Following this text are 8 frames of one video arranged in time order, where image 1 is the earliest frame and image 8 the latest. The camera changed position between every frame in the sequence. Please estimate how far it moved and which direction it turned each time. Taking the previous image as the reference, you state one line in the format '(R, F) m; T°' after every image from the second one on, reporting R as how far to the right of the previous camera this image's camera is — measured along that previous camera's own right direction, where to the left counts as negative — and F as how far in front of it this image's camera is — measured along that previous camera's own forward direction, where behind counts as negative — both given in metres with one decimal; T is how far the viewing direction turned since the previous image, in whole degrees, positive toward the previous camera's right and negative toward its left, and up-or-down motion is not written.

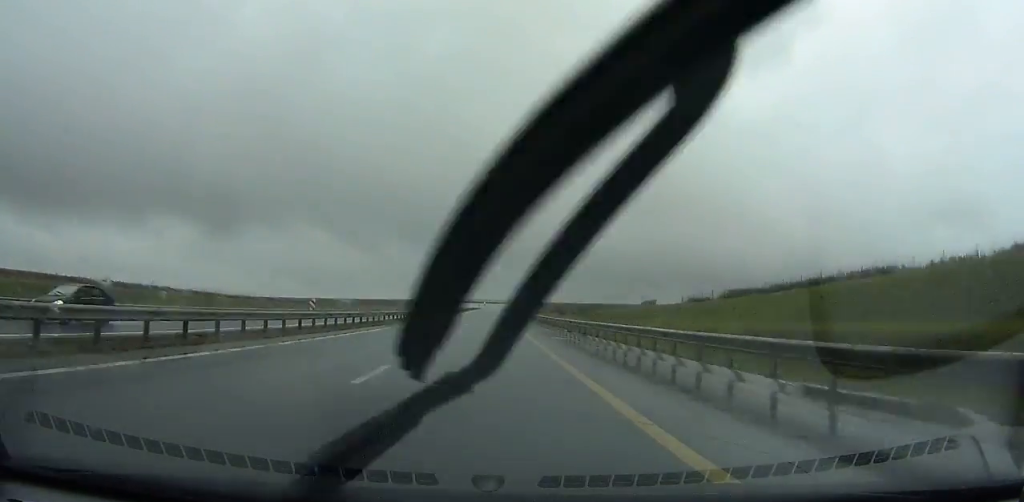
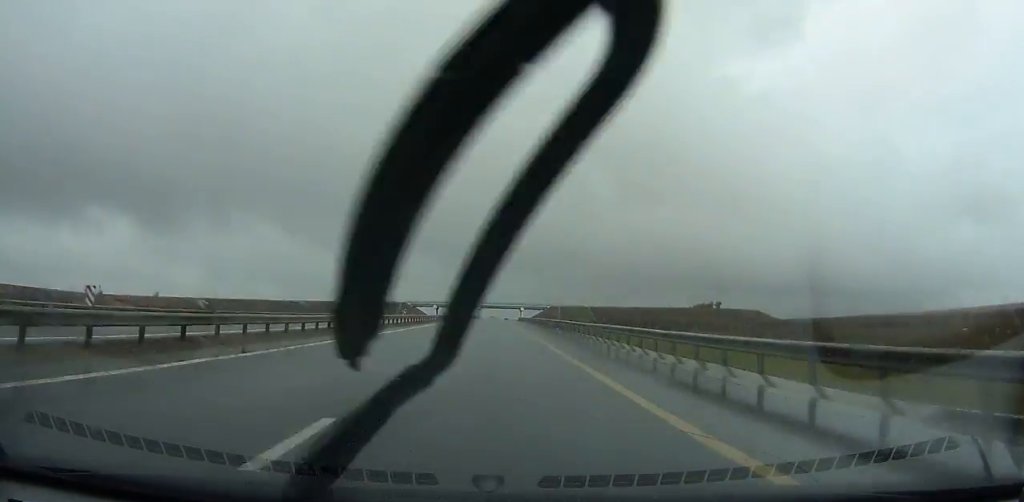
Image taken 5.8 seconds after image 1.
(-0.3, +172.4) m; 0°
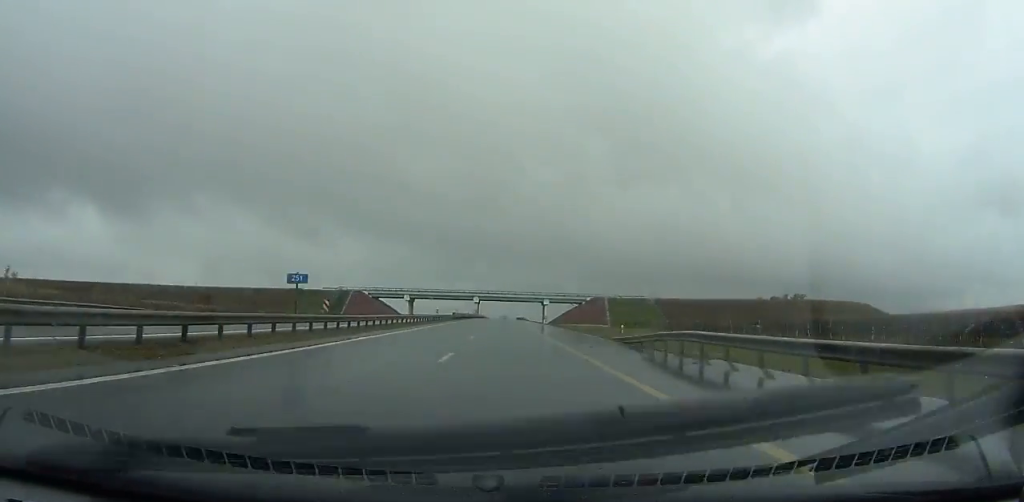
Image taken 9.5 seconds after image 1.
(-0.1, +109.8) m; 0°
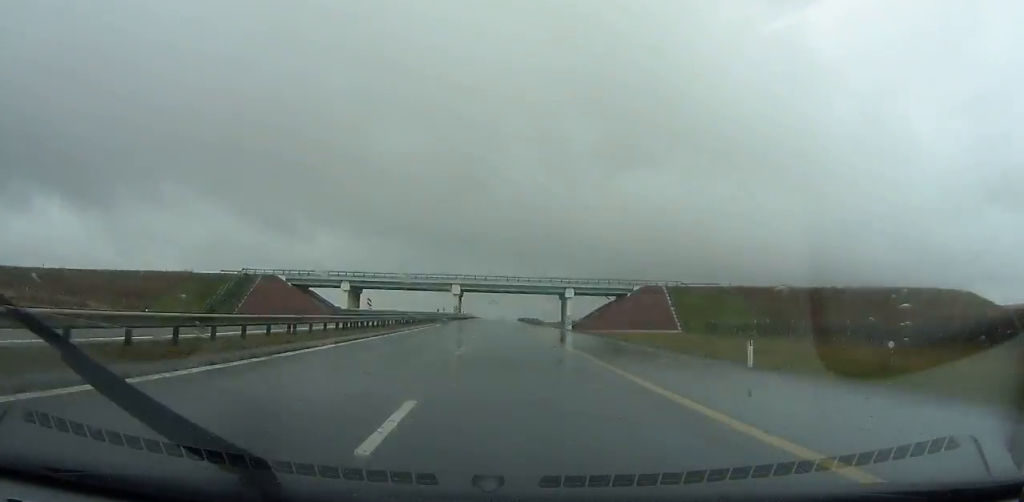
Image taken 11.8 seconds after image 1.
(0.0, +67.8) m; 0°
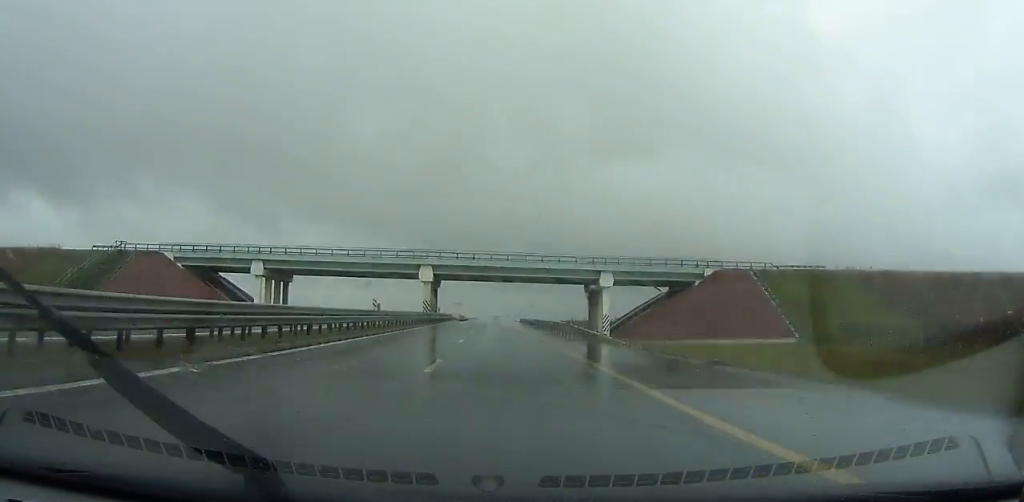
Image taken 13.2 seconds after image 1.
(+0.1, +41.1) m; 0°
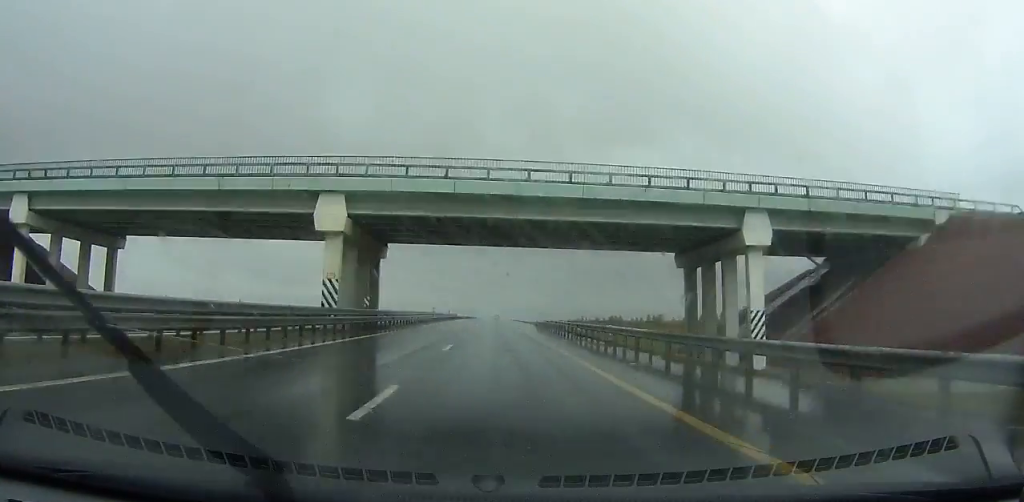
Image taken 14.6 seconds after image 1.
(+0.1, +41.1) m; 0°
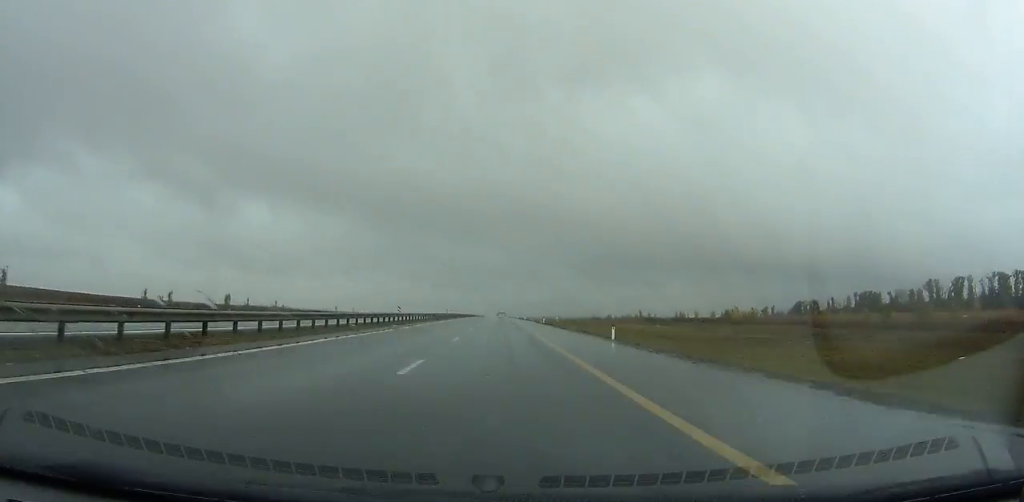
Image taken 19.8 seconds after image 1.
(+0.1, +150.5) m; 0°
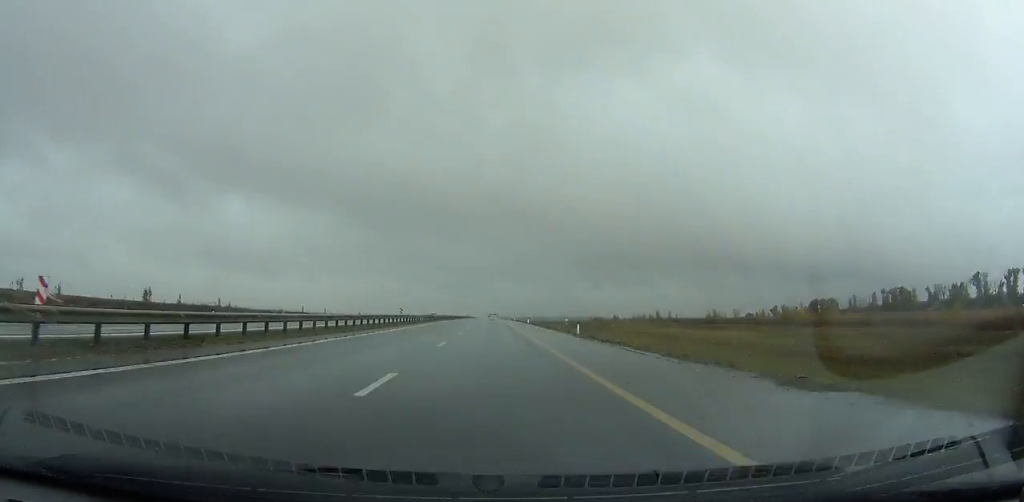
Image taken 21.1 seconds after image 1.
(-0.2, +37.2) m; 0°
